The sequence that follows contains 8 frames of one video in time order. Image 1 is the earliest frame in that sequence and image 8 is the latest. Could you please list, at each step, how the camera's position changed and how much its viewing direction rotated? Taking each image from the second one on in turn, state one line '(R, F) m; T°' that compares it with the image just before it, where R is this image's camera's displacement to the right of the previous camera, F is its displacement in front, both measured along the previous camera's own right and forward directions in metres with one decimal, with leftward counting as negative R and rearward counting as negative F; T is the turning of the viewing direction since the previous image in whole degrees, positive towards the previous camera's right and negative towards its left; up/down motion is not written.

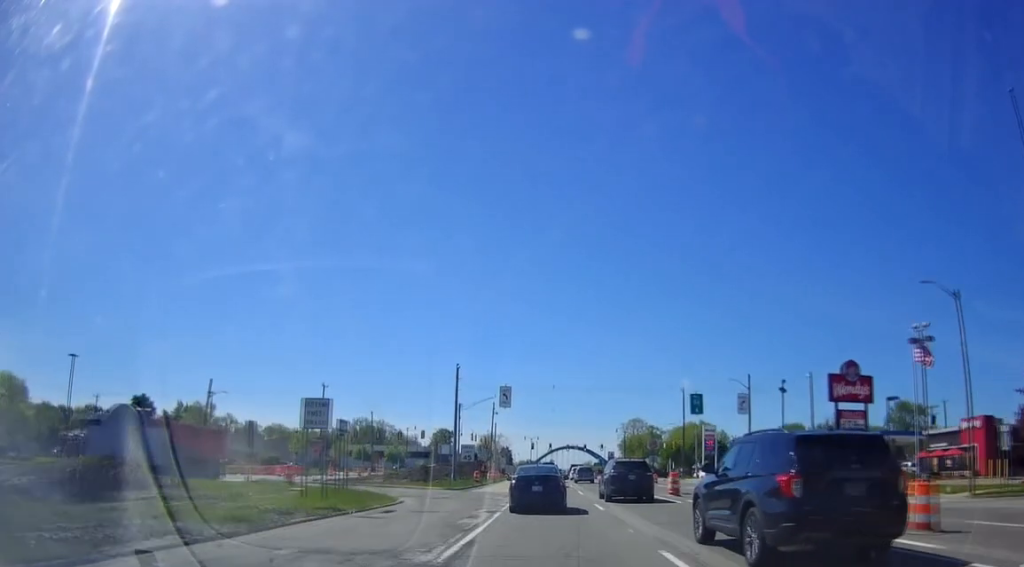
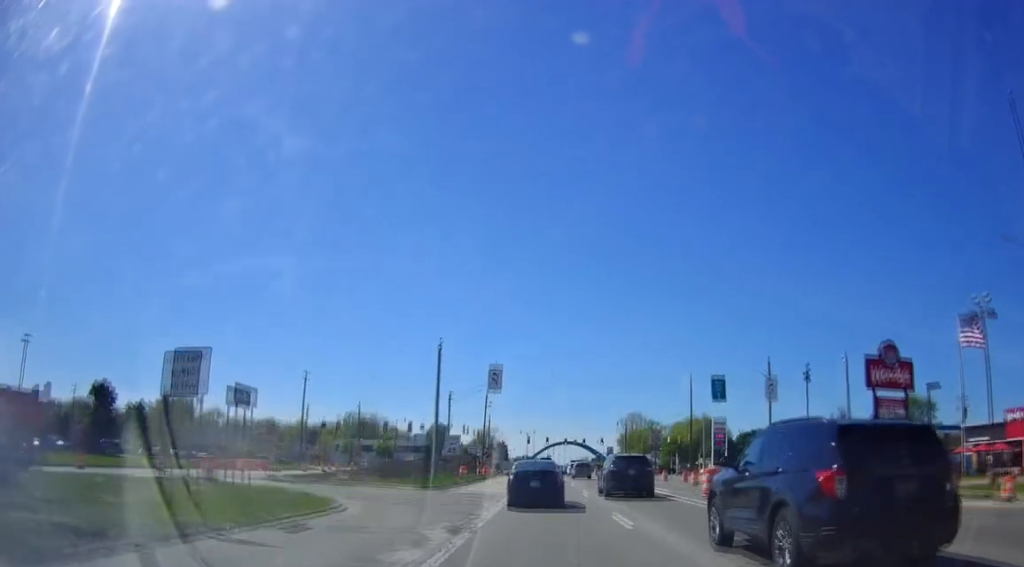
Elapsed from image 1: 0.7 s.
(0.0, +8.9) m; 0°
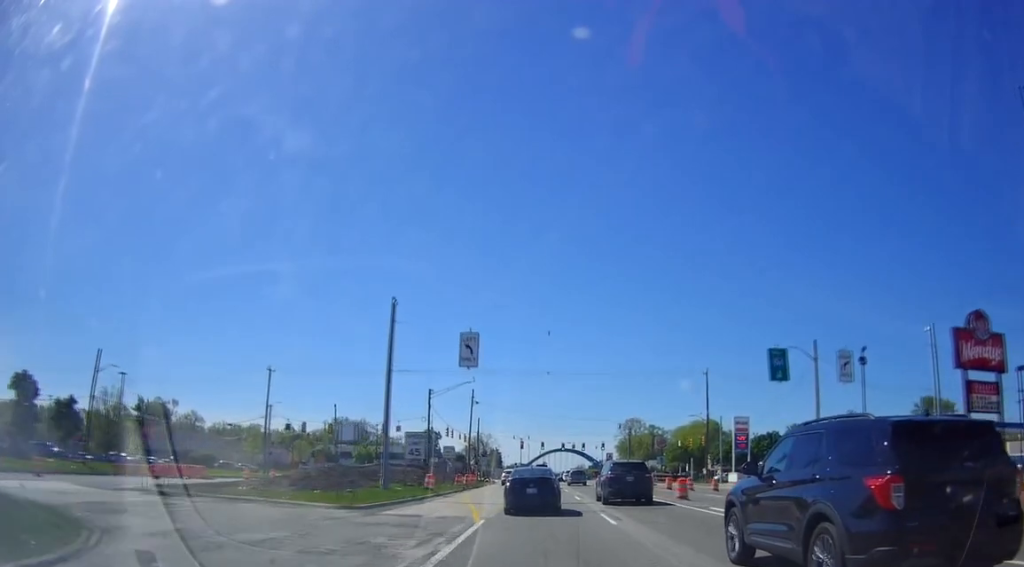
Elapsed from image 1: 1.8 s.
(0.0, +14.7) m; 0°
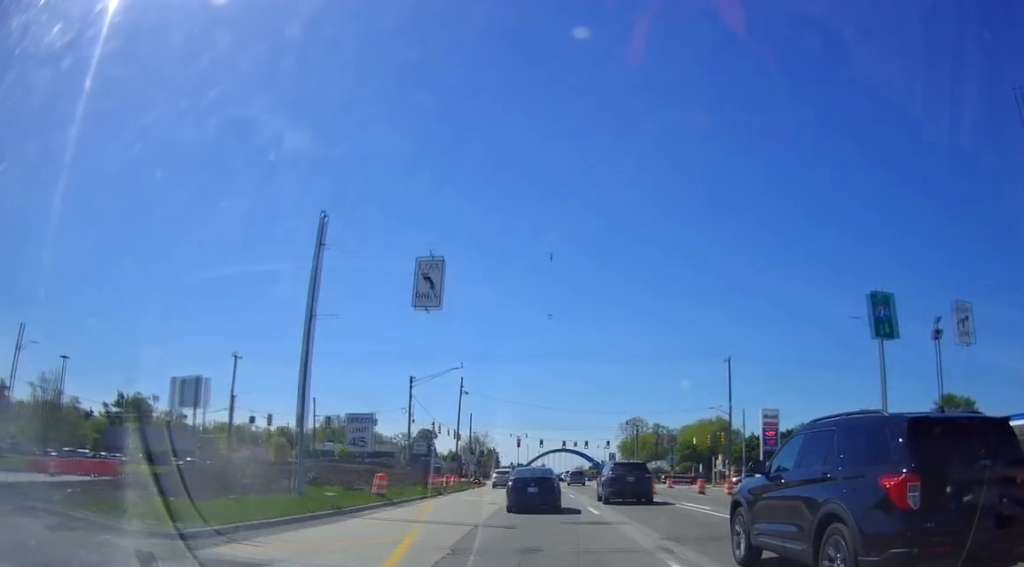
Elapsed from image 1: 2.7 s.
(0.0, +12.1) m; 0°
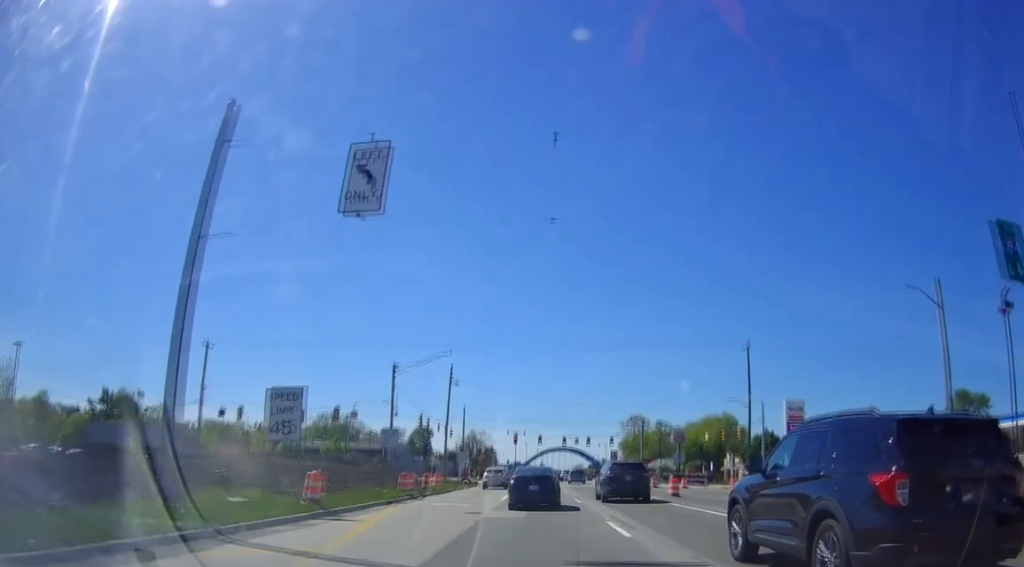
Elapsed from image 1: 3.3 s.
(0.0, +8.0) m; 0°
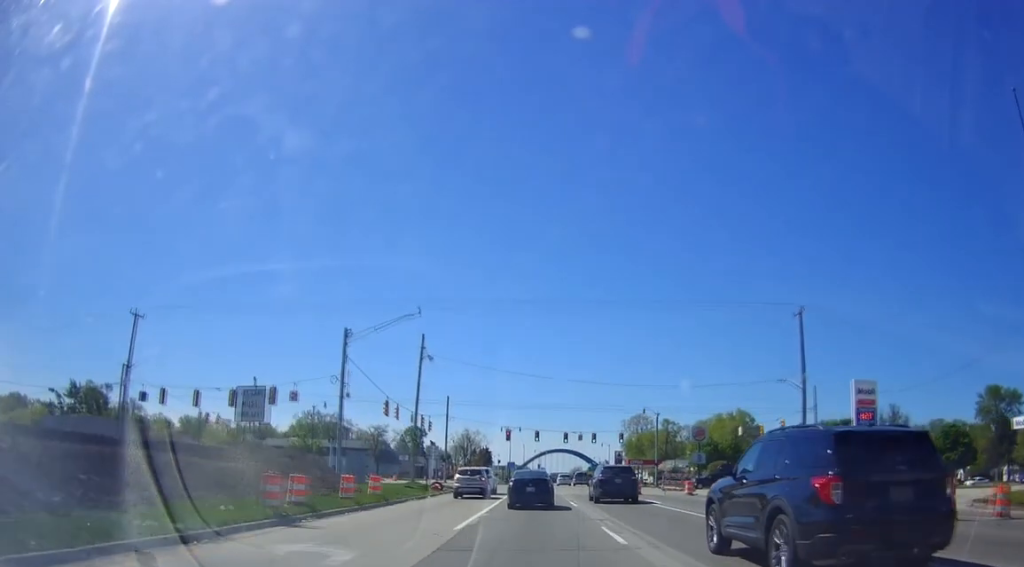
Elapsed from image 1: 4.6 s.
(0.0, +15.8) m; -2°
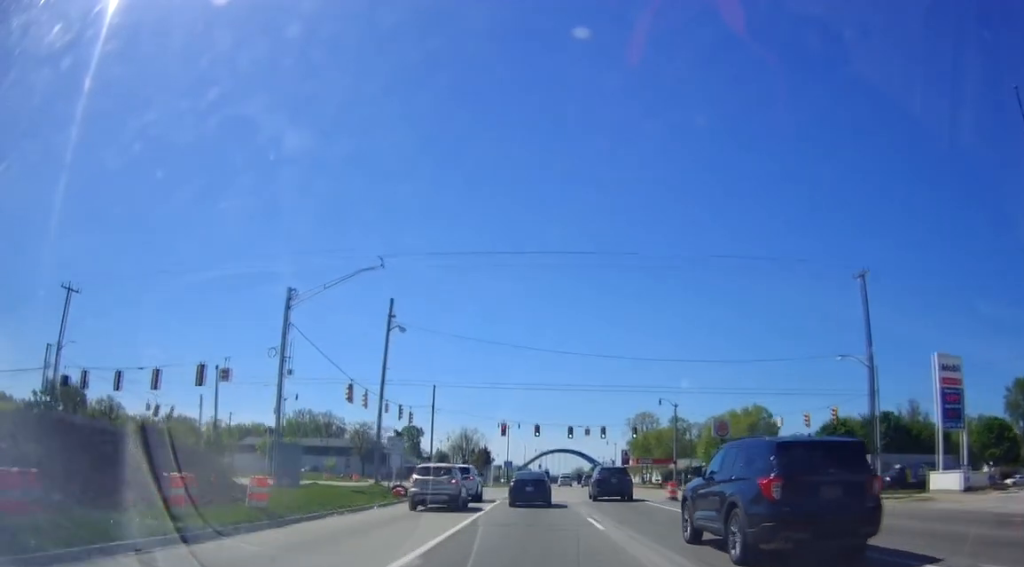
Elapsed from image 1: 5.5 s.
(-0.3, +12.2) m; -2°
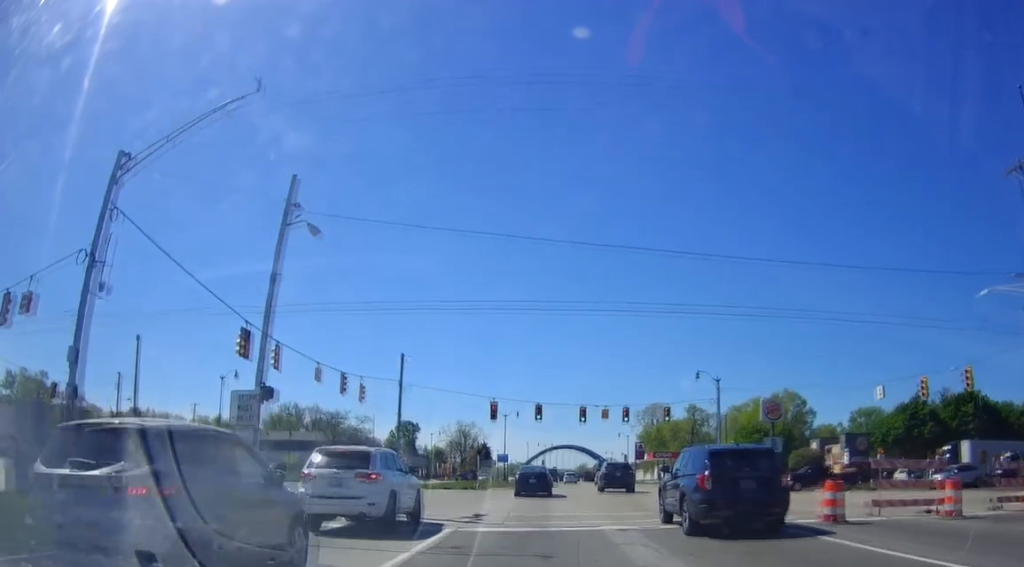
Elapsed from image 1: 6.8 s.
(+0.1, +18.9) m; +2°
